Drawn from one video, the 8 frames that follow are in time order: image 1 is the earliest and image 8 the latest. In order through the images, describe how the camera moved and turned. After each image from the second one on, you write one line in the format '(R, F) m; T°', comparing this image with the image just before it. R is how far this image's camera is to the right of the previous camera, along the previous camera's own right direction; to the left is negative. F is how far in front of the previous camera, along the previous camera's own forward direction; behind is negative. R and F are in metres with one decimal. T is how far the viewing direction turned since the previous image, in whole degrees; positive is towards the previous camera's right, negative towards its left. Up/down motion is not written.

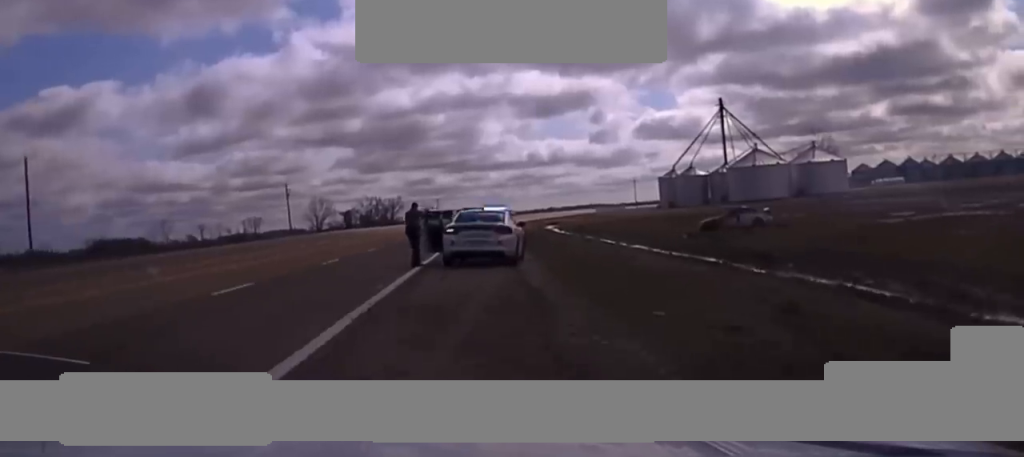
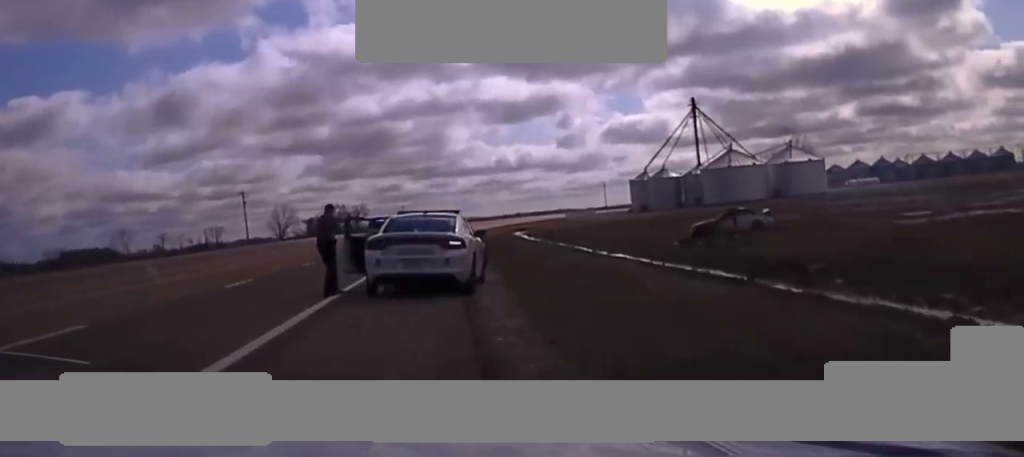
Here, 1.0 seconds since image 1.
(-0.1, +8.0) m; +1°
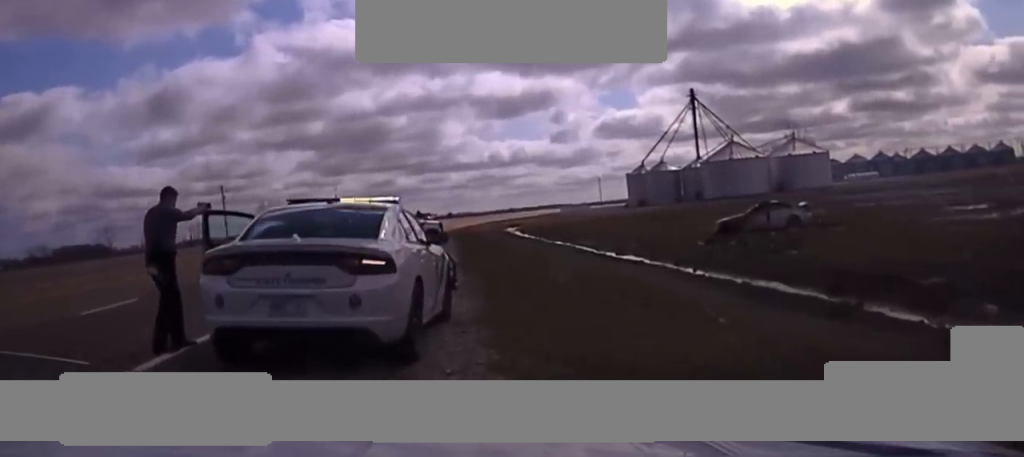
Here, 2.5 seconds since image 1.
(+0.5, +7.7) m; +4°
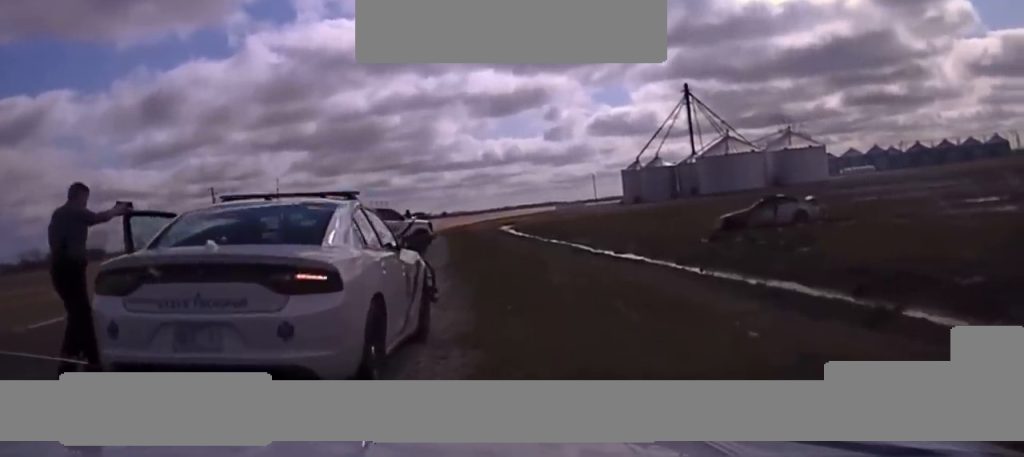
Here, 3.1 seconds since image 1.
(-0.2, +1.8) m; +4°
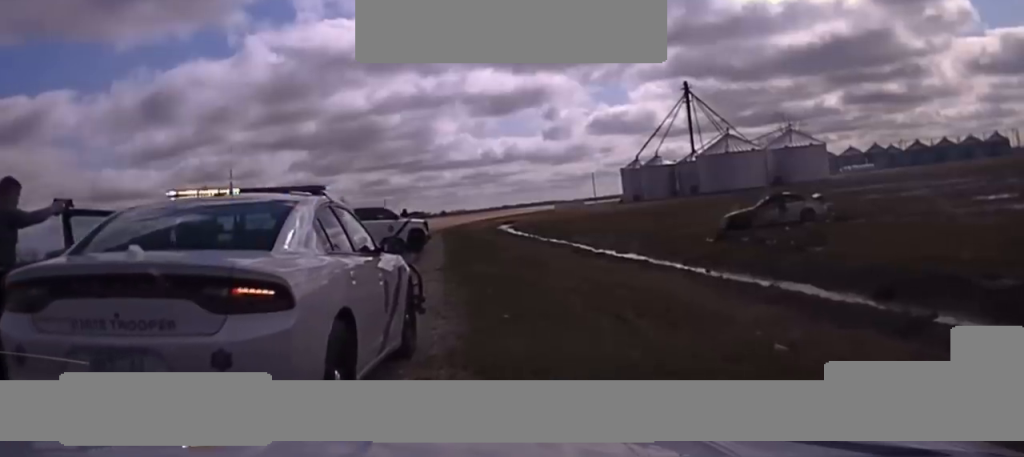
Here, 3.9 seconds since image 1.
(+0.1, +1.8) m; +3°
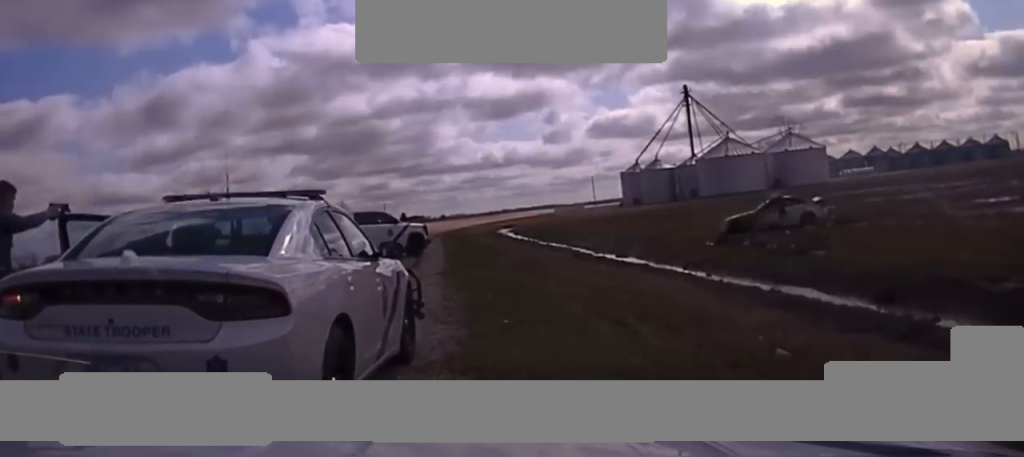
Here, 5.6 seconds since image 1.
(+0.2, +1.8) m; 0°
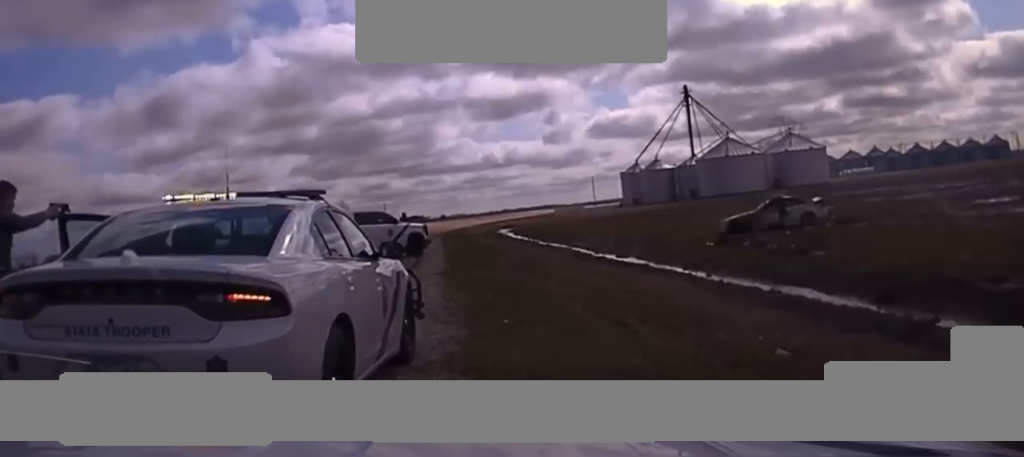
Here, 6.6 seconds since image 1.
(0.0, 0.0) m; 0°
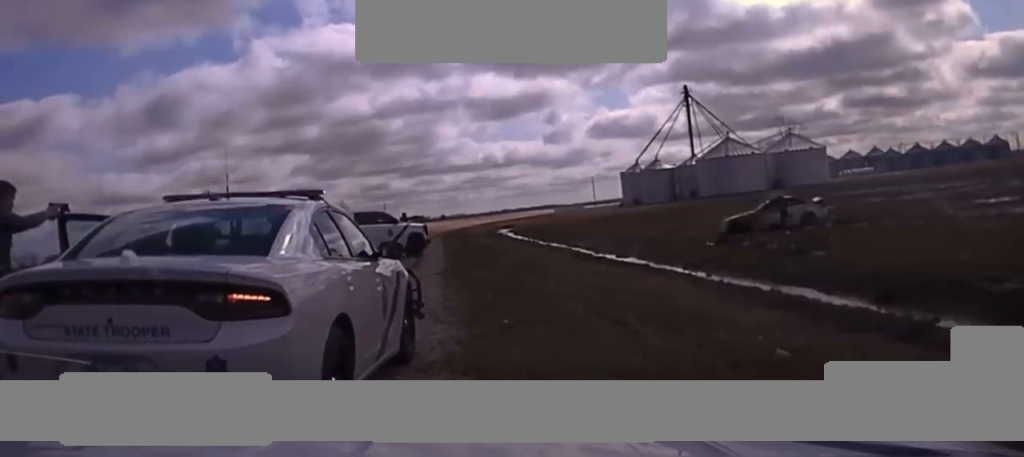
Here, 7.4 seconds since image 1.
(0.0, 0.0) m; 0°
